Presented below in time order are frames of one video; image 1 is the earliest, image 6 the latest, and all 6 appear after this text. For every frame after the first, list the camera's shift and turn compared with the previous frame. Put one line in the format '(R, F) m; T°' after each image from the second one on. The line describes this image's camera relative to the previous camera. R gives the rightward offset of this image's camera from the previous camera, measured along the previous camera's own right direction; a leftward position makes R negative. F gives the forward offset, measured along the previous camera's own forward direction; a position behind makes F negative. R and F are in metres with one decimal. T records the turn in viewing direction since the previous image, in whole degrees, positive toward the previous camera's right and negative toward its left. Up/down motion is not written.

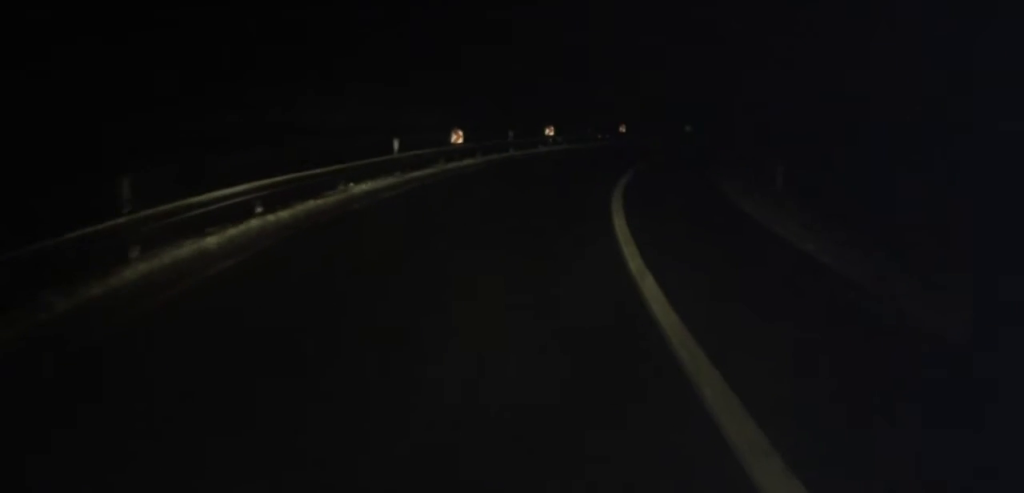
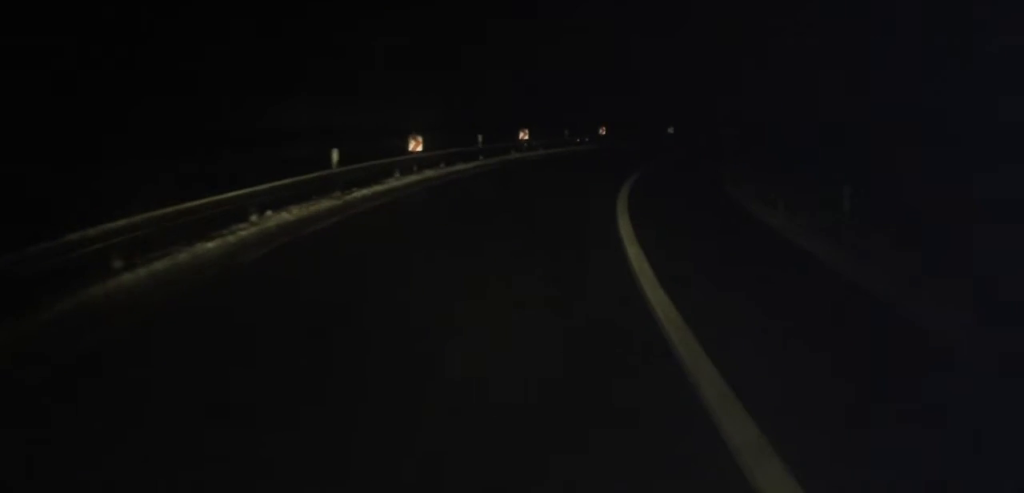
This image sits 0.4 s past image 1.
(-0.1, +4.0) m; +1°
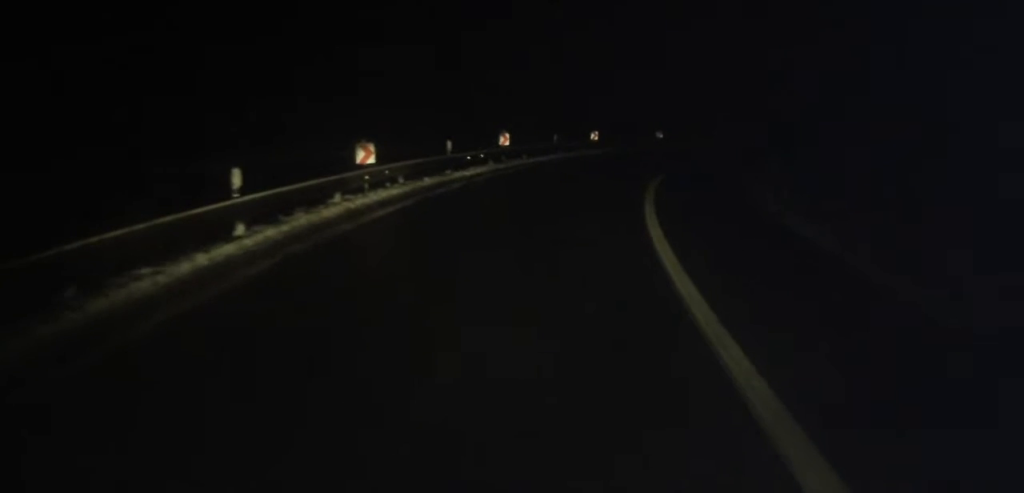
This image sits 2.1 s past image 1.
(+2.4, +15.2) m; +18°
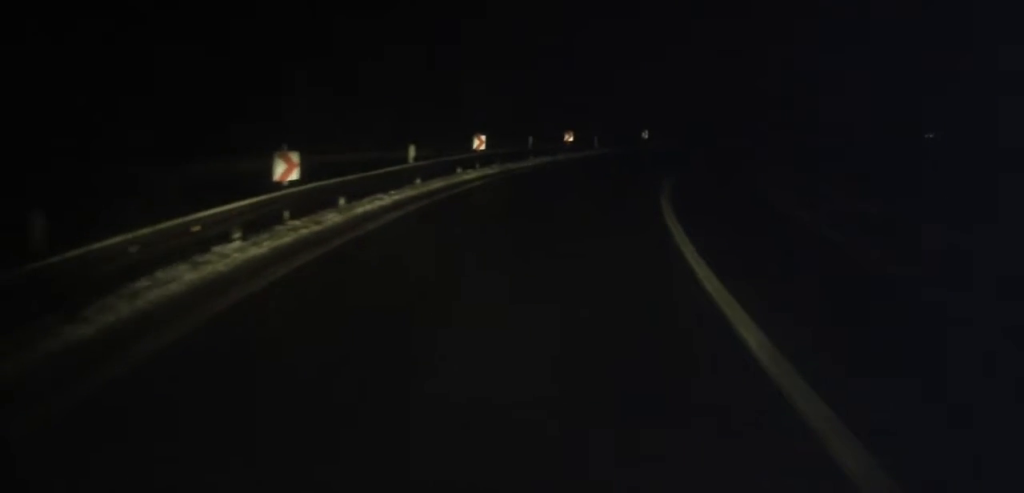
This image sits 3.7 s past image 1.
(+1.1, +15.0) m; +10°
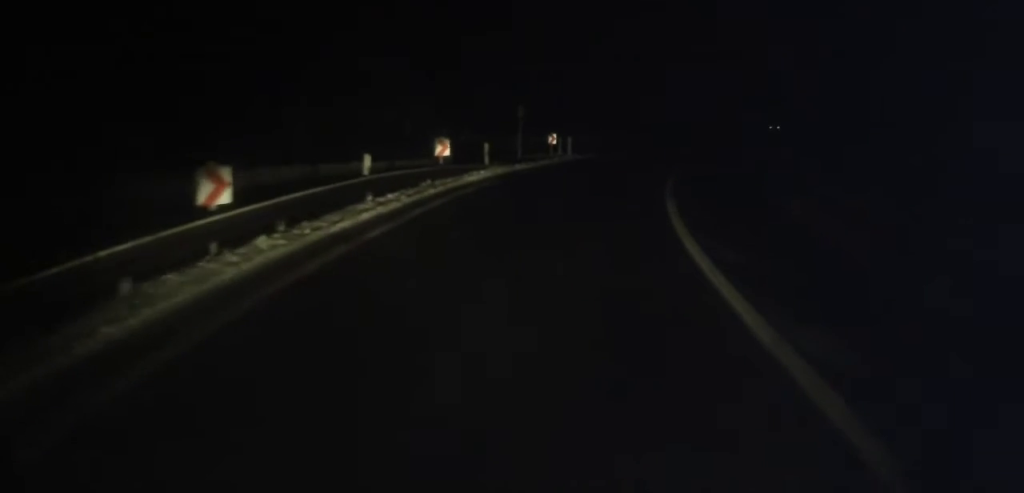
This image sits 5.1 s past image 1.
(+2.0, +13.6) m; +15°
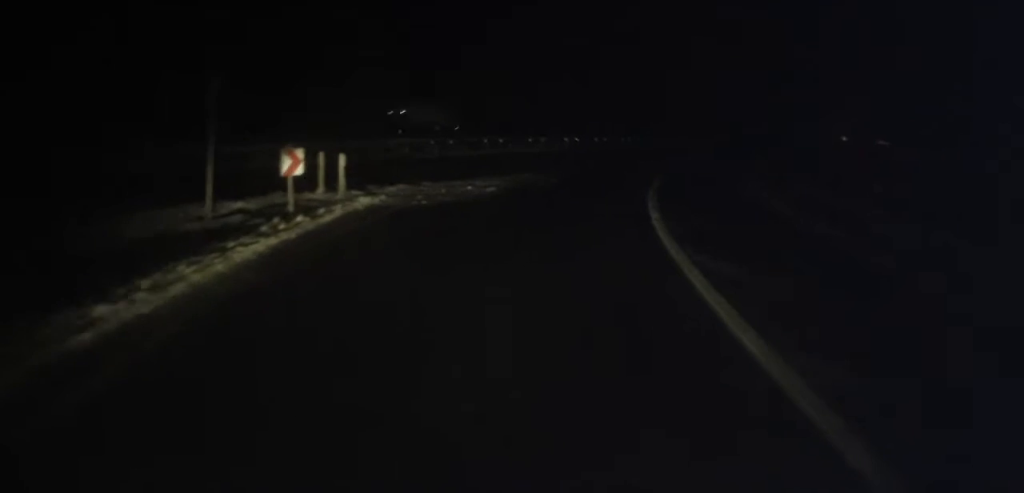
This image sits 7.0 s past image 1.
(+3.1, +19.1) m; +19°
